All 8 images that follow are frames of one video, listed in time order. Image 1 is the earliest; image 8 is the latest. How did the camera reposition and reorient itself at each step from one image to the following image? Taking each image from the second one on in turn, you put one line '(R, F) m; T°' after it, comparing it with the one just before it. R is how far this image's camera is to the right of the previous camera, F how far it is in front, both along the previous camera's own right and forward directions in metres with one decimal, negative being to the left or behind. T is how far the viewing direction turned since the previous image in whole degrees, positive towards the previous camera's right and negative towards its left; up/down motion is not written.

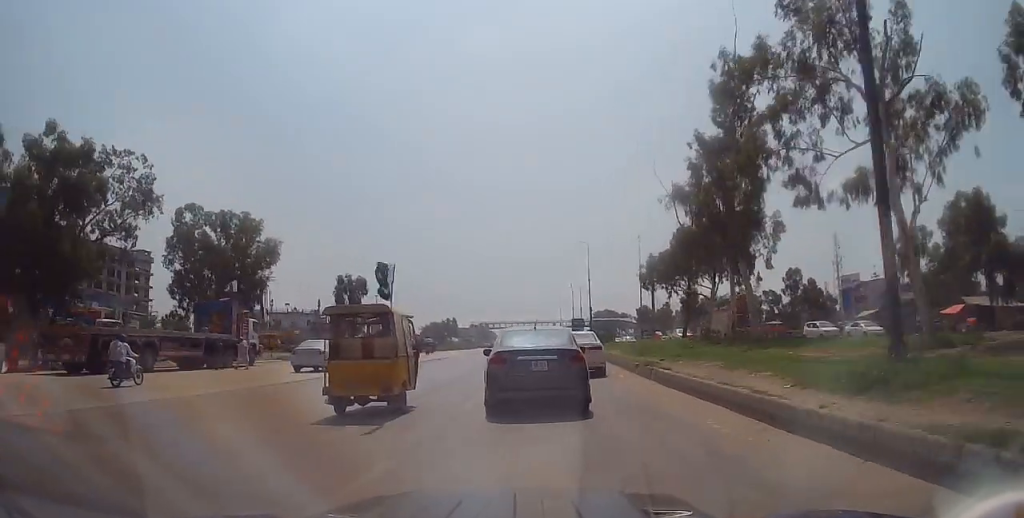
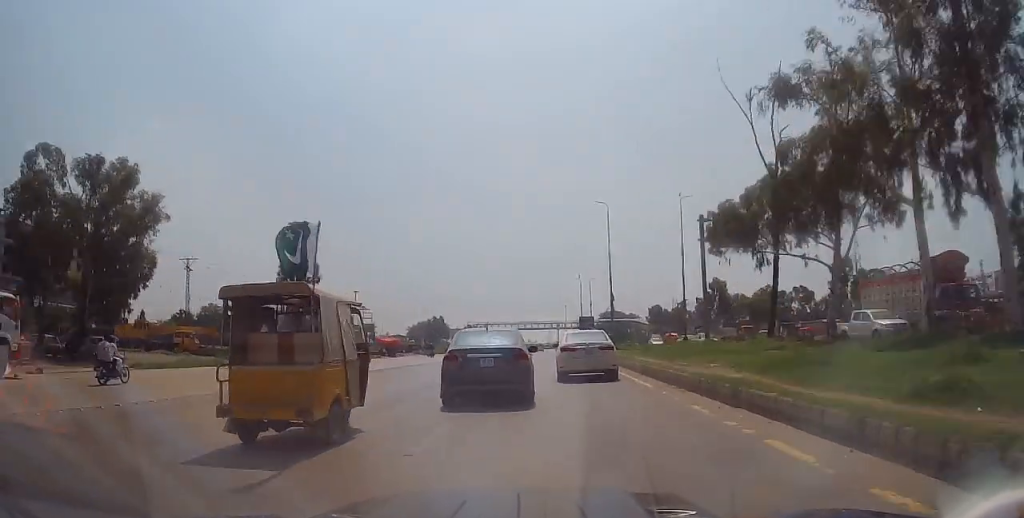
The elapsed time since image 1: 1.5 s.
(+0.3, +20.7) m; -1°
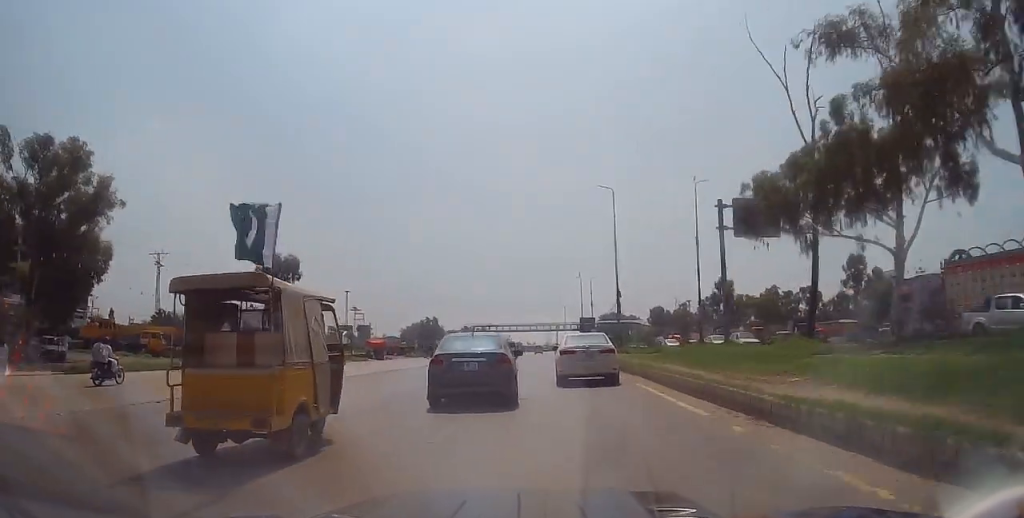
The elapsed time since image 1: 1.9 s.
(-0.2, +5.5) m; -1°
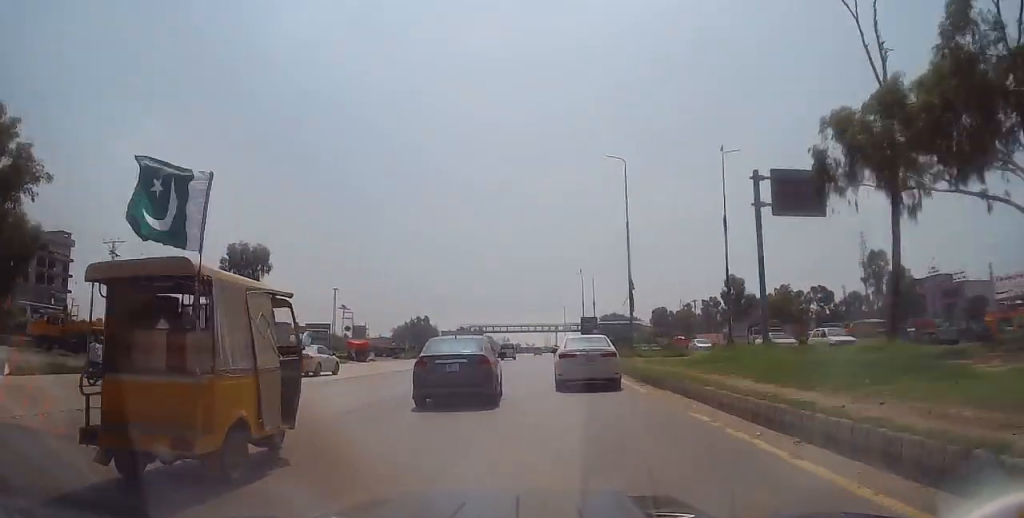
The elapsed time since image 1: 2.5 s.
(-0.1, +7.3) m; -1°
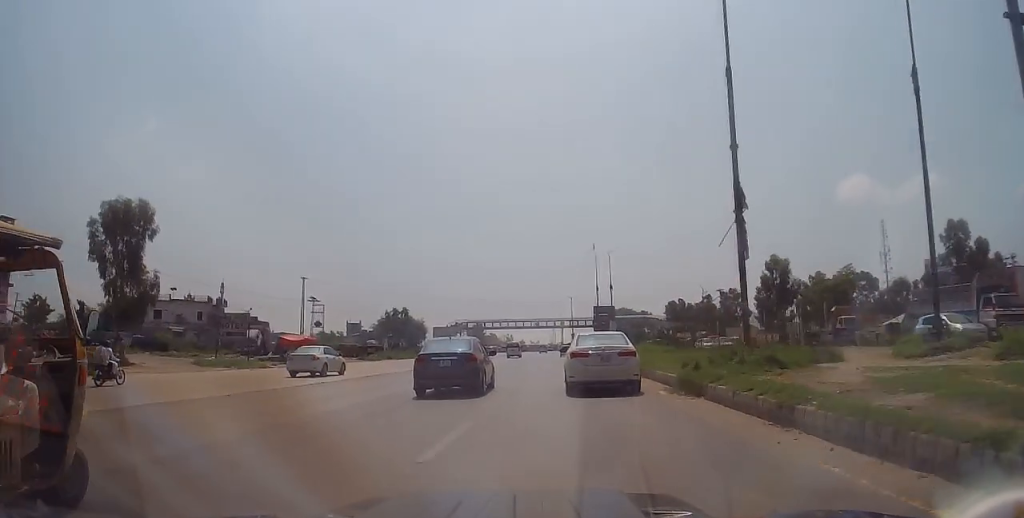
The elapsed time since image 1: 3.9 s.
(+0.7, +19.5) m; +2°
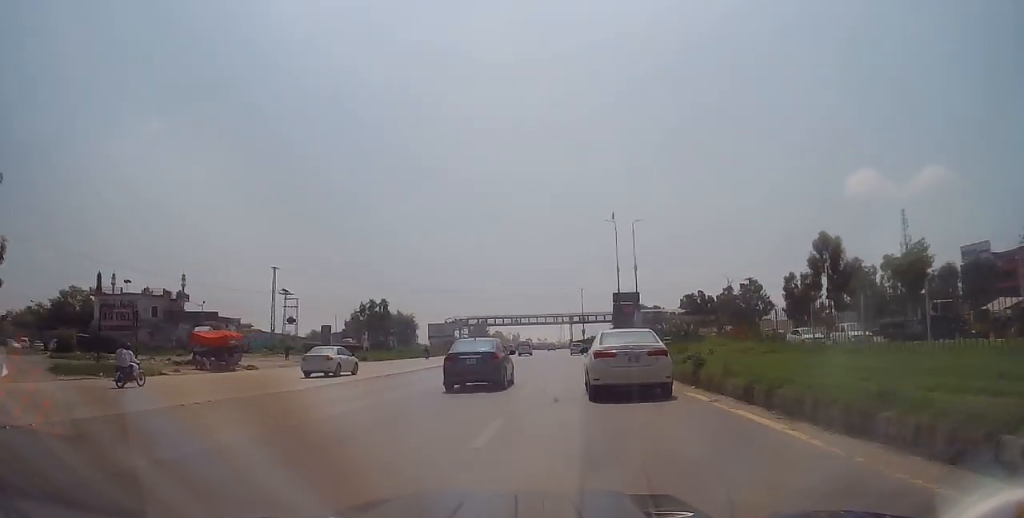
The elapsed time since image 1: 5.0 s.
(-0.2, +15.1) m; -2°
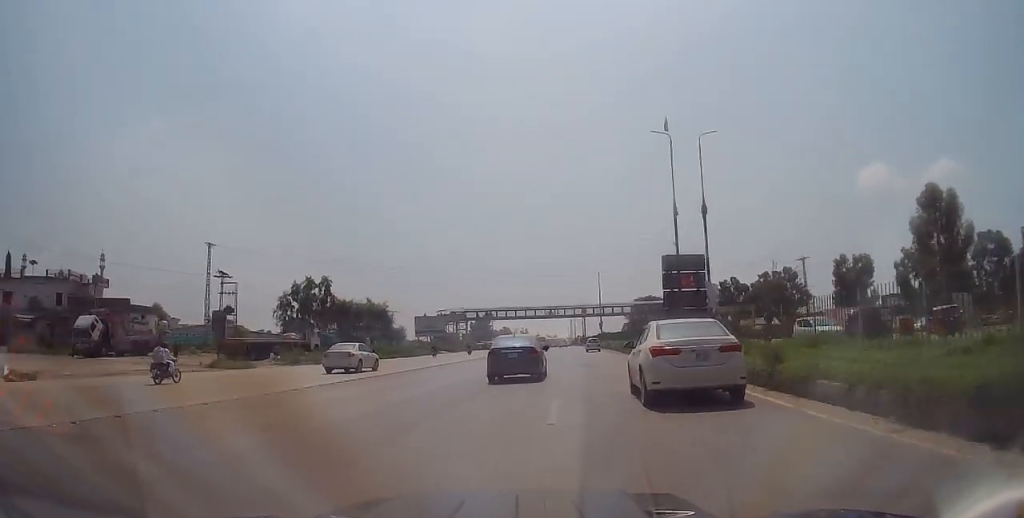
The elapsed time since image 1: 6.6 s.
(-0.3, +22.5) m; -1°
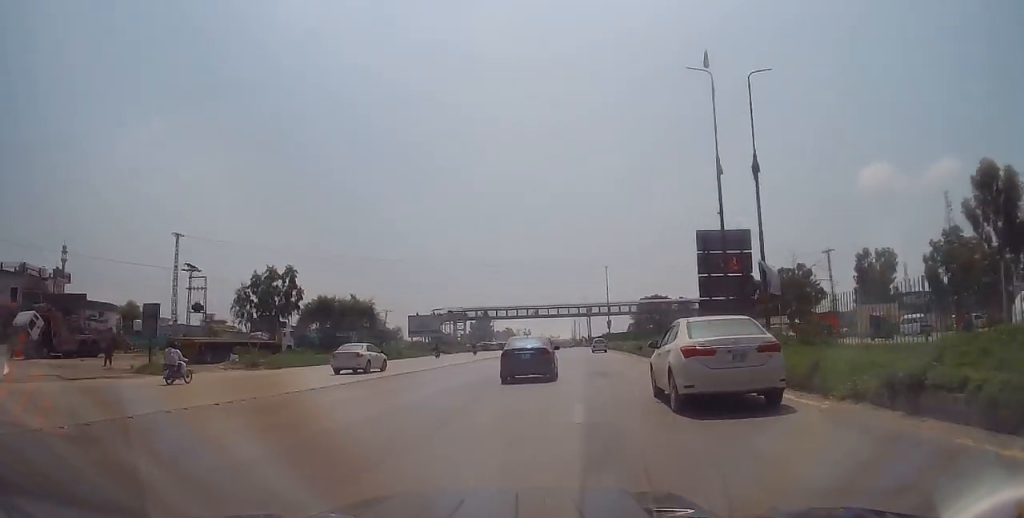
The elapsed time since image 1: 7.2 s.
(+0.1, +8.1) m; -1°
